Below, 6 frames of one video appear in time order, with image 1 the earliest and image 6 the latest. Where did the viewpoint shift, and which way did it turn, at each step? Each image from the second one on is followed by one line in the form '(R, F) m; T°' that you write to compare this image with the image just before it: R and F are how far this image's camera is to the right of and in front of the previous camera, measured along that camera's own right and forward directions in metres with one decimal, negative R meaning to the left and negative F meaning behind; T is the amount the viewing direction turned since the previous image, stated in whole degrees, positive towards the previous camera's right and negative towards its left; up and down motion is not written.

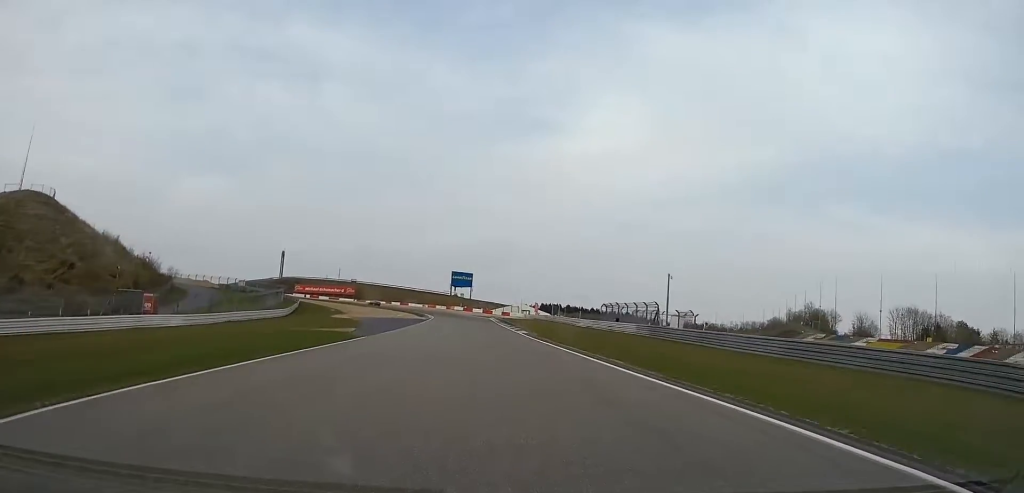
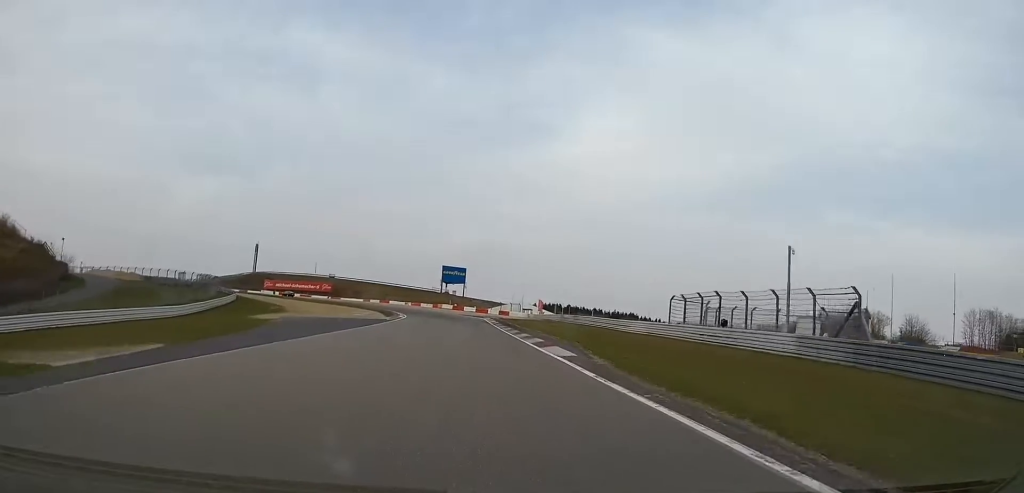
(0.0, +32.8) m; 0°
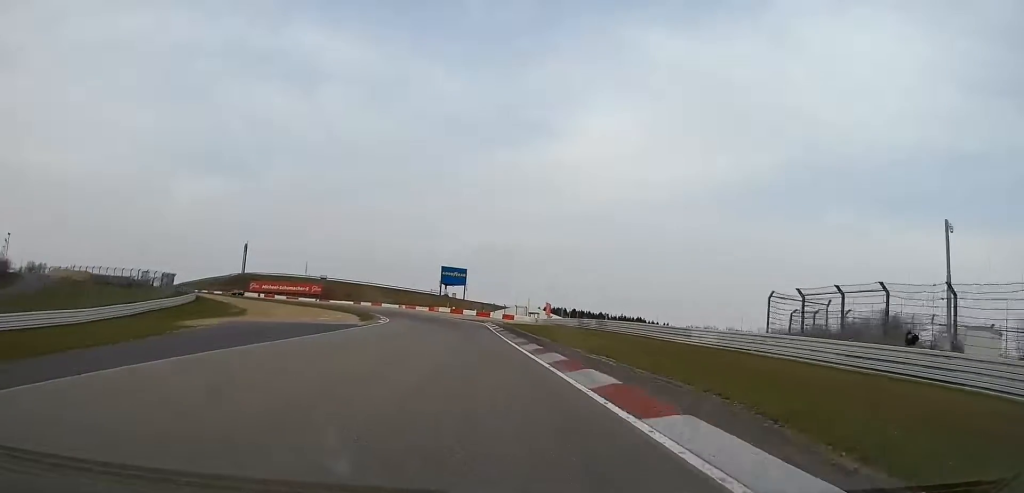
(0.0, +17.8) m; 0°
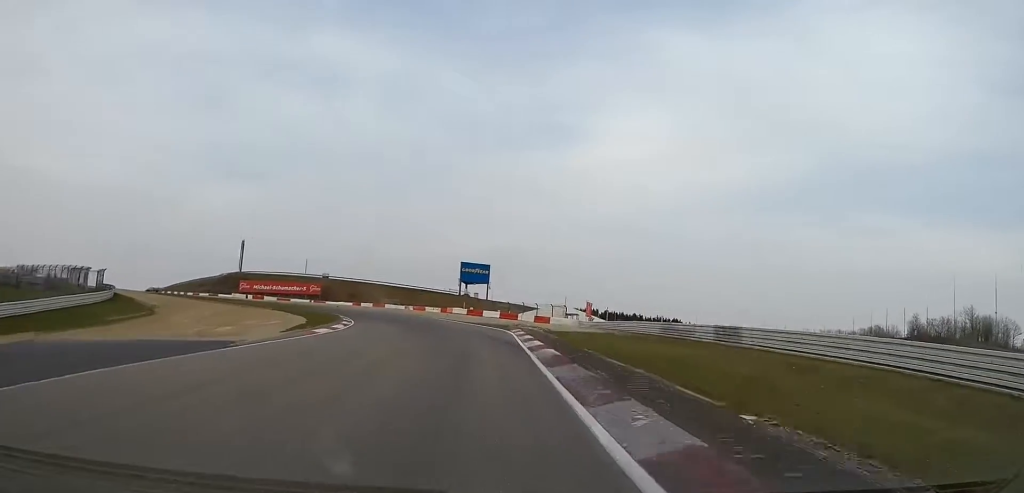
(-0.2, +30.5) m; -3°
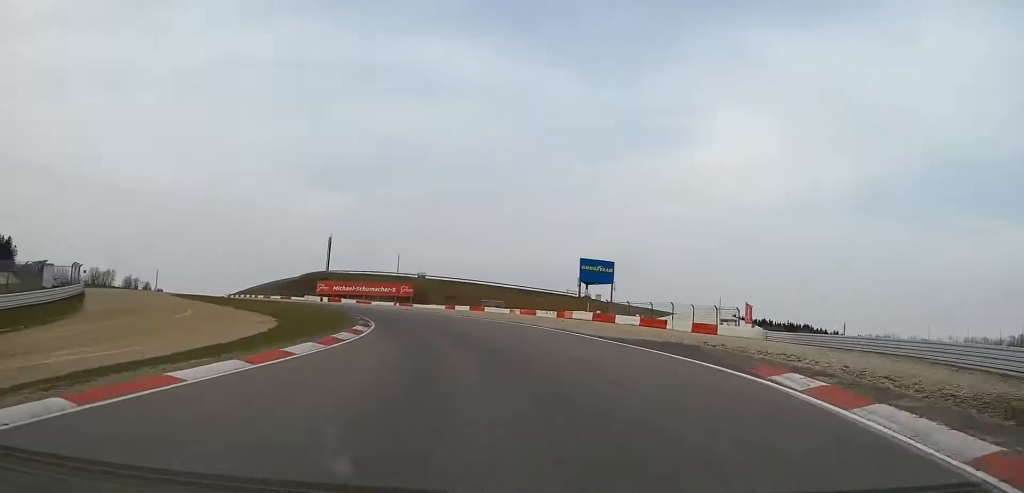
(-1.5, +31.2) m; -8°
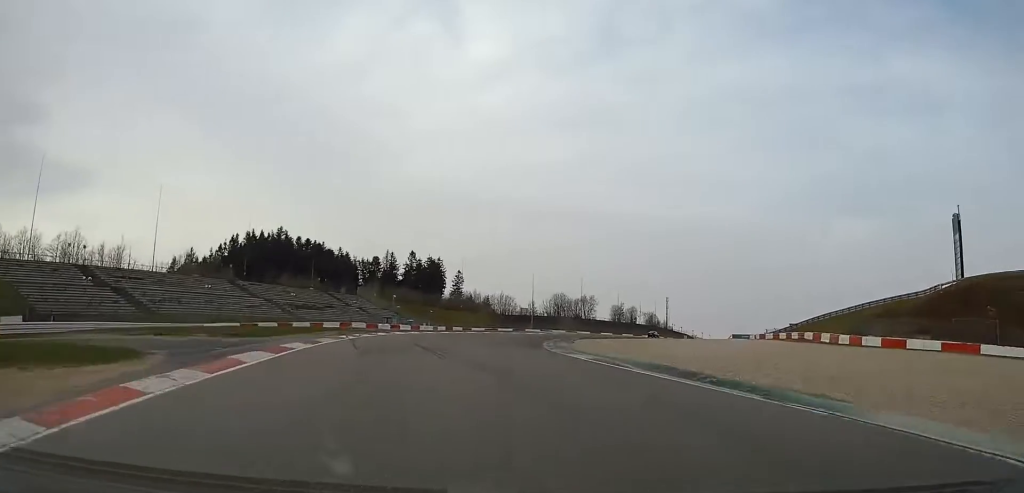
(-46.7, +100.5) m; -44°
